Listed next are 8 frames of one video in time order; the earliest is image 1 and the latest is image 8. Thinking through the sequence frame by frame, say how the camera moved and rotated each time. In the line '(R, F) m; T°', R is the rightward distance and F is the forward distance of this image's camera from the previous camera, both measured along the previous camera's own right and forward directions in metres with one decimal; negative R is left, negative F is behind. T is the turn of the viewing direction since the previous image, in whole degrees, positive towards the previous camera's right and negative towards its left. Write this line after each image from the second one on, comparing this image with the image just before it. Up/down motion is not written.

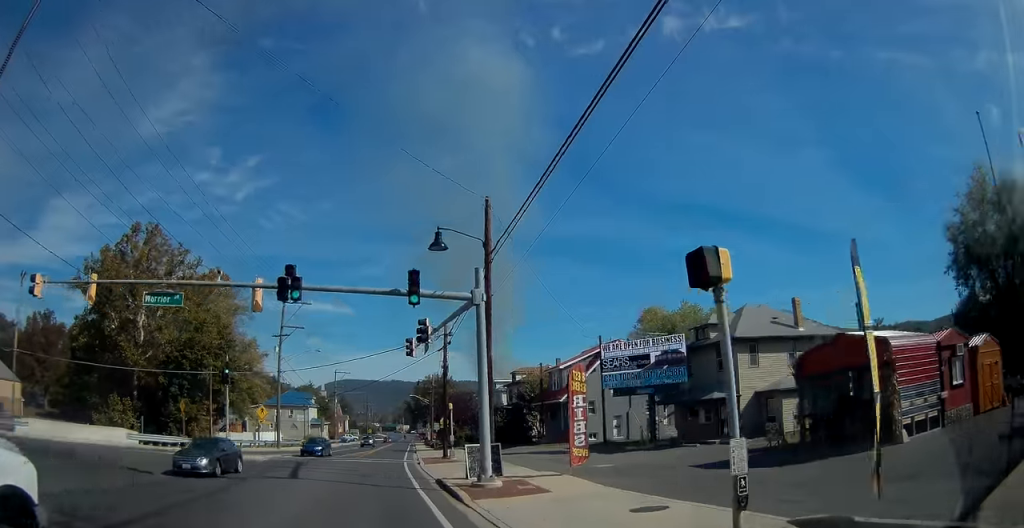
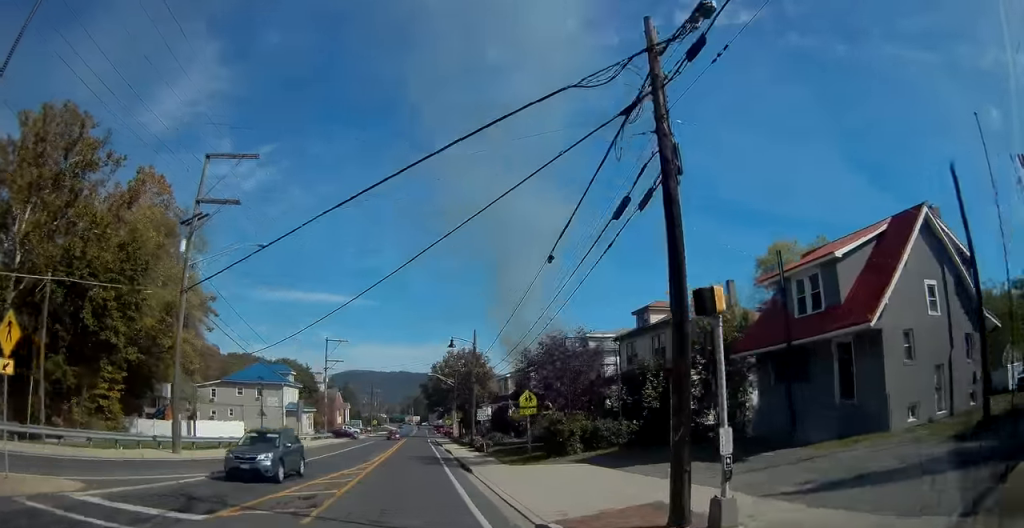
(-0.9, +30.2) m; 0°
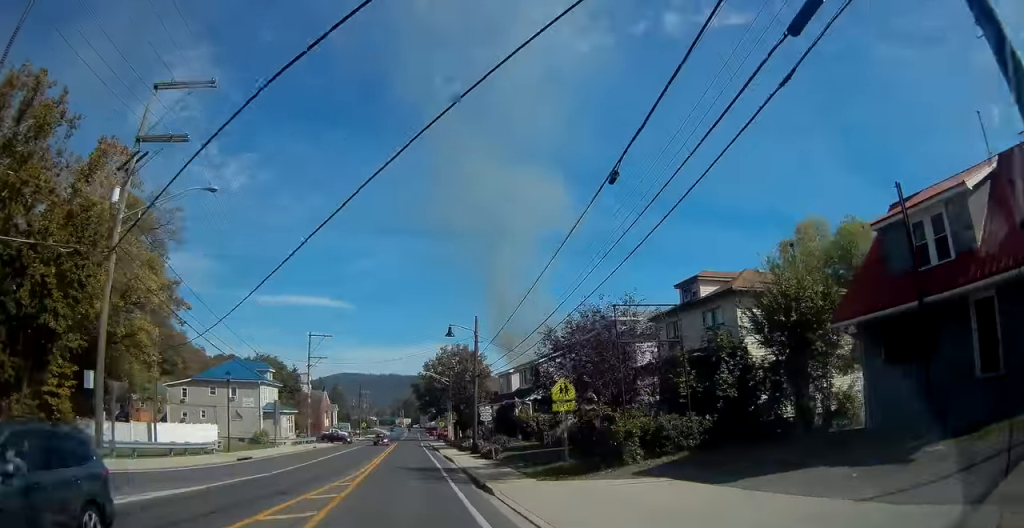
(0.0, +6.9) m; +1°
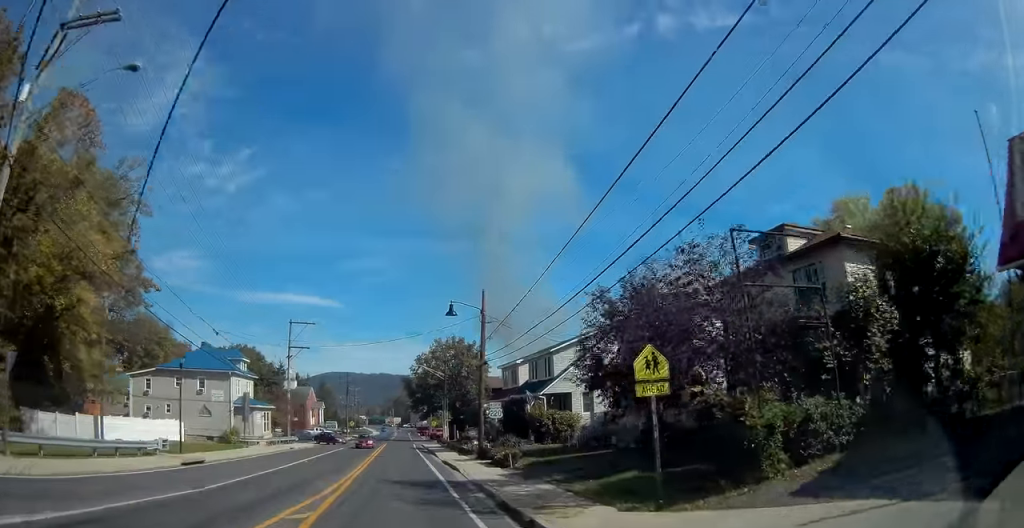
(+0.1, +7.5) m; 0°
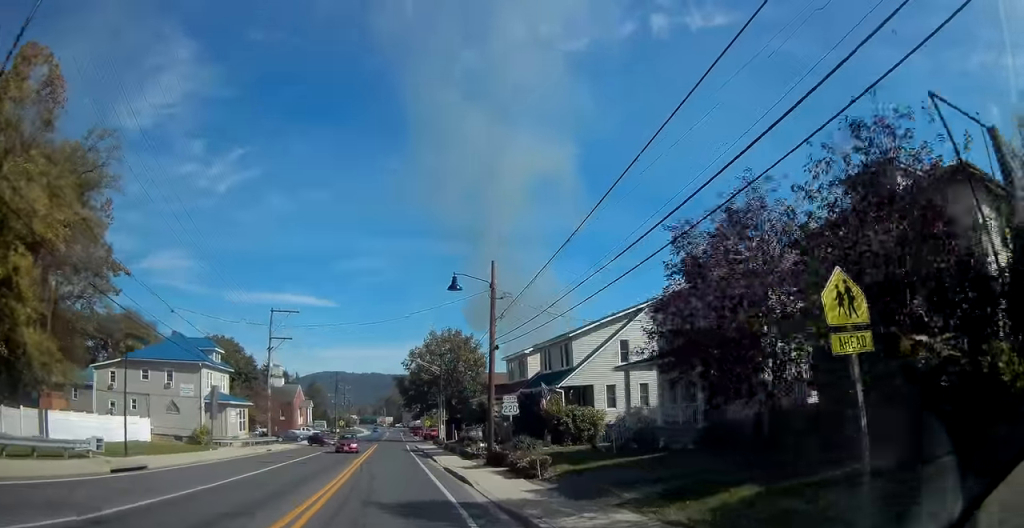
(0.0, +6.1) m; 0°
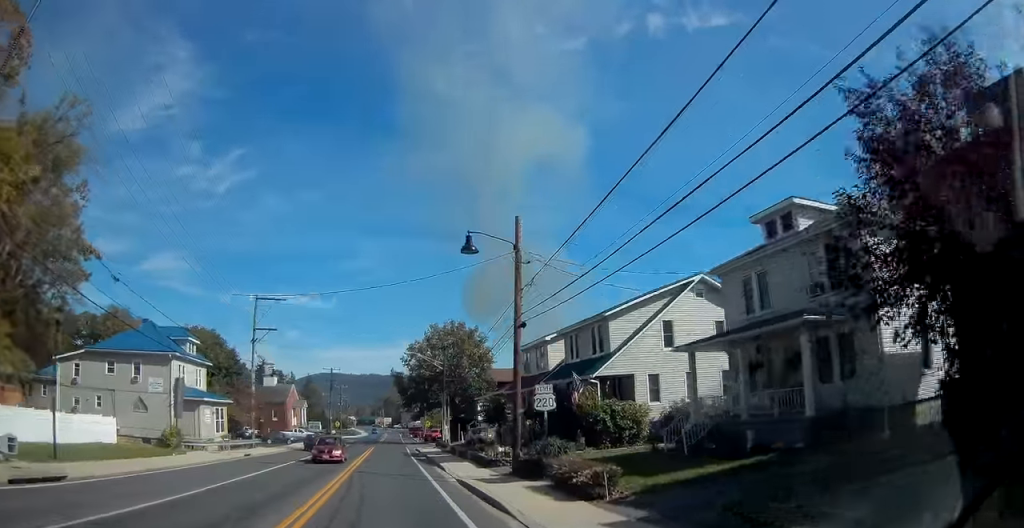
(0.0, +6.2) m; 0°
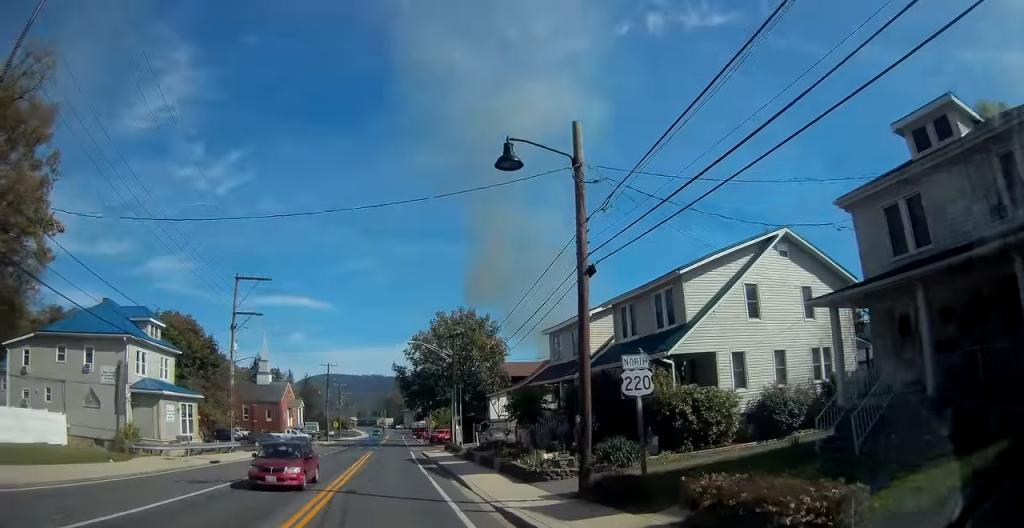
(0.0, +7.5) m; 0°
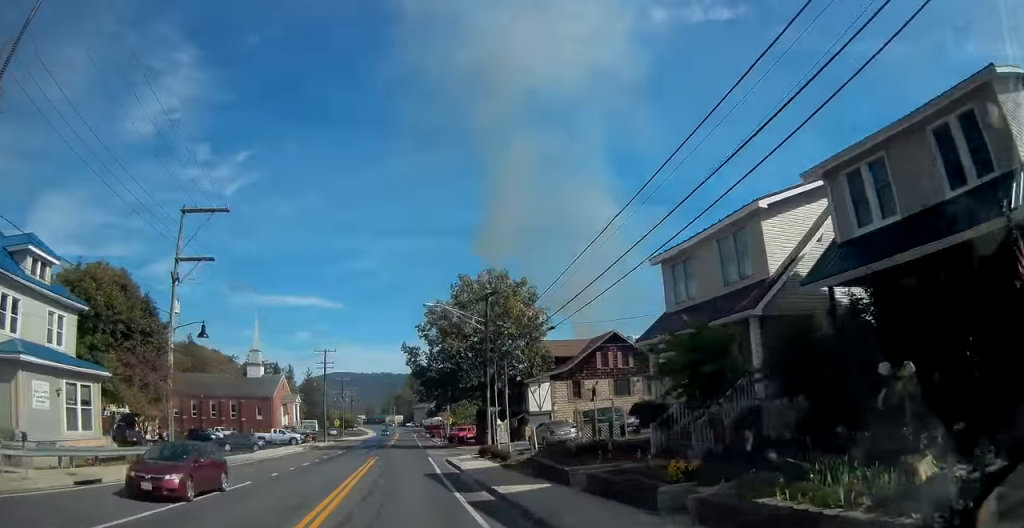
(0.0, +14.6) m; -1°
